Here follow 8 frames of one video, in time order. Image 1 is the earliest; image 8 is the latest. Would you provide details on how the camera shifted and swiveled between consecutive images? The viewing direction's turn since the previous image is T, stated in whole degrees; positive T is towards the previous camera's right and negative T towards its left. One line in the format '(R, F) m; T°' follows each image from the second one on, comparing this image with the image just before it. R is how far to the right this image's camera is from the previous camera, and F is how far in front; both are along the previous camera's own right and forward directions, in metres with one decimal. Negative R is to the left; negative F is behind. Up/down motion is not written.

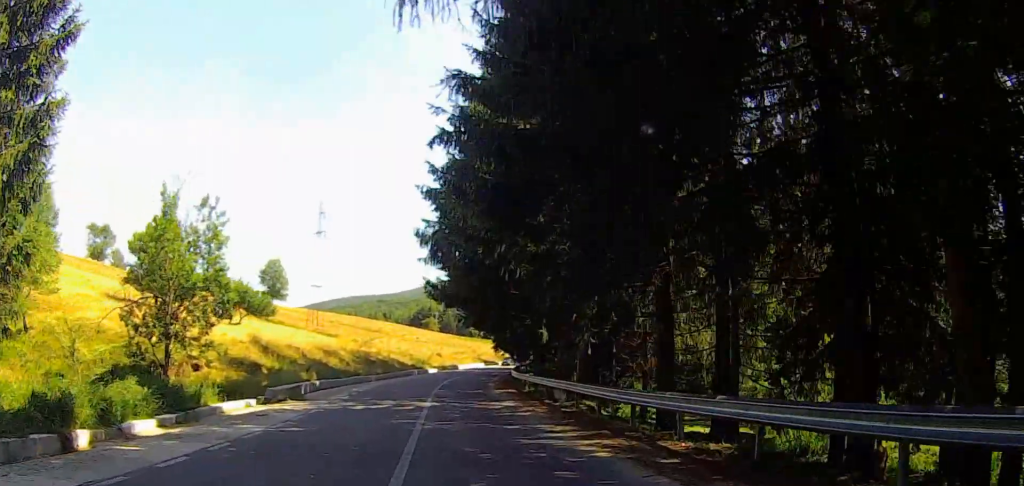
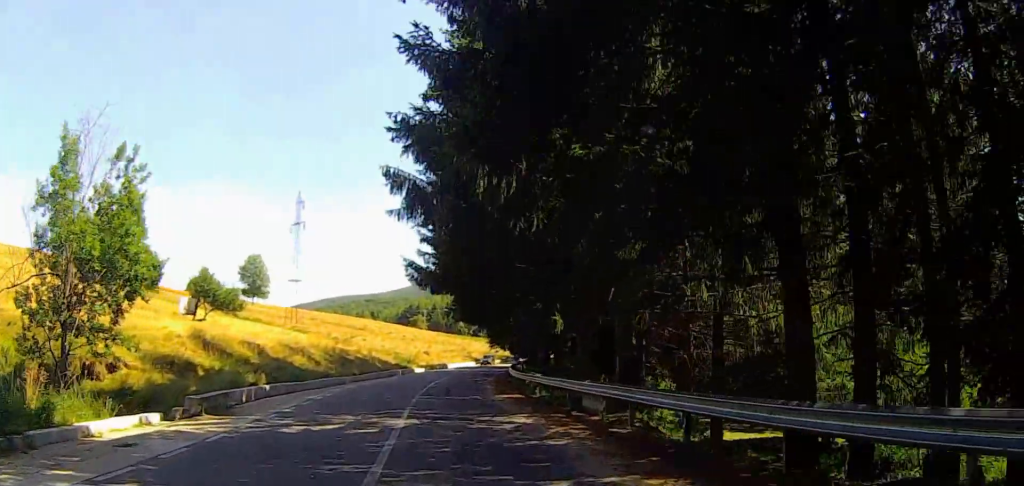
(0.0, +7.0) m; 0°
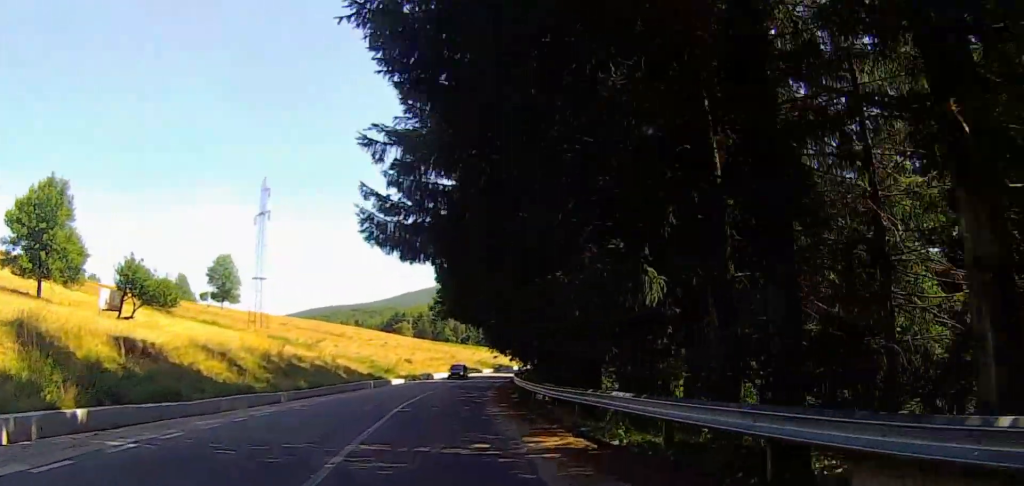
(0.0, +12.4) m; 0°
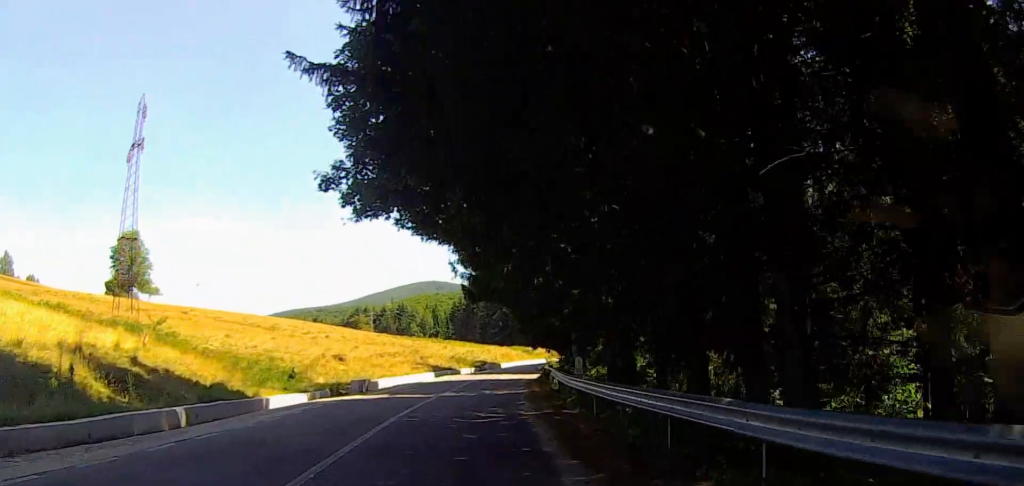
(+0.1, +29.5) m; +2°
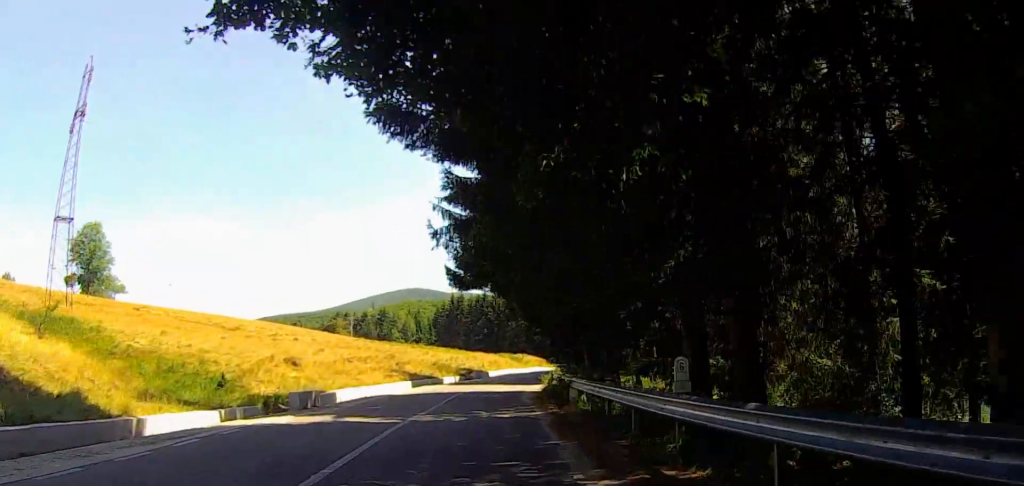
(-0.2, +8.7) m; +2°
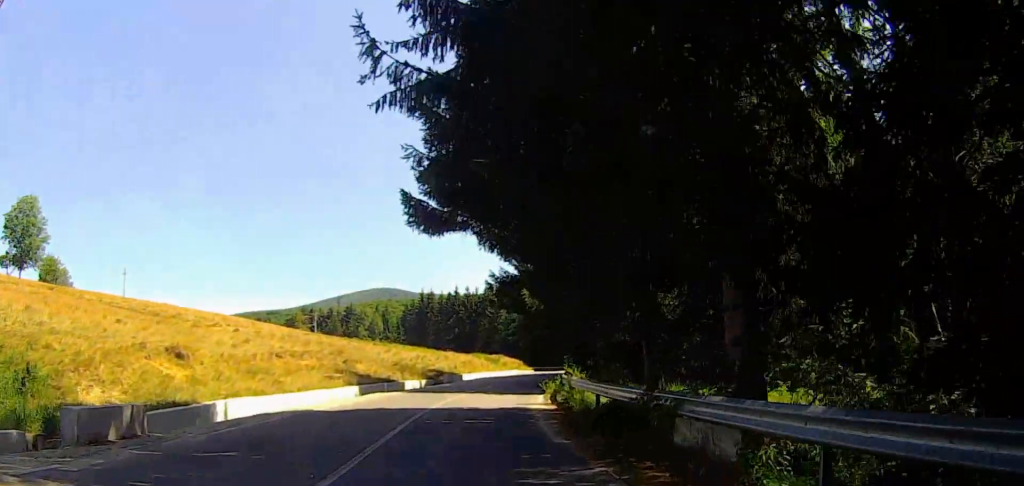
(+0.6, +12.3) m; +4°
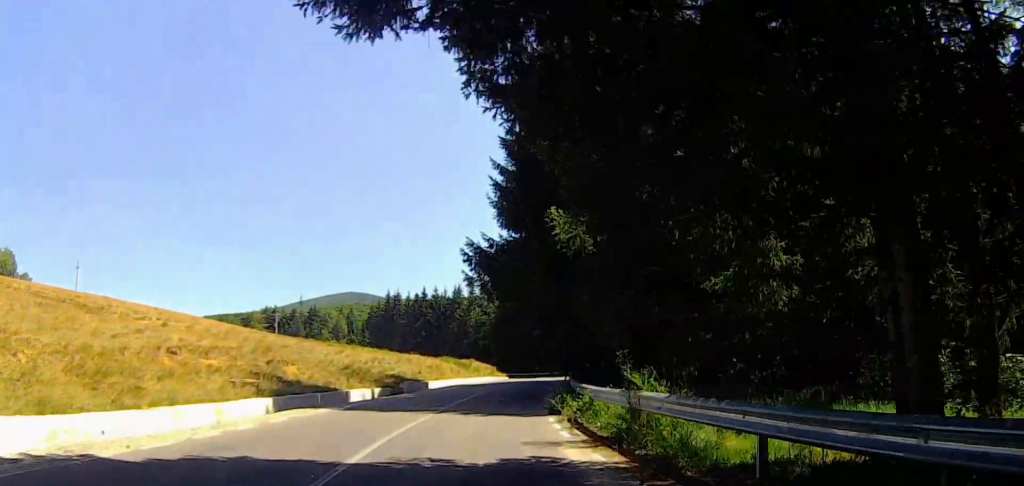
(+0.4, +10.5) m; +1°
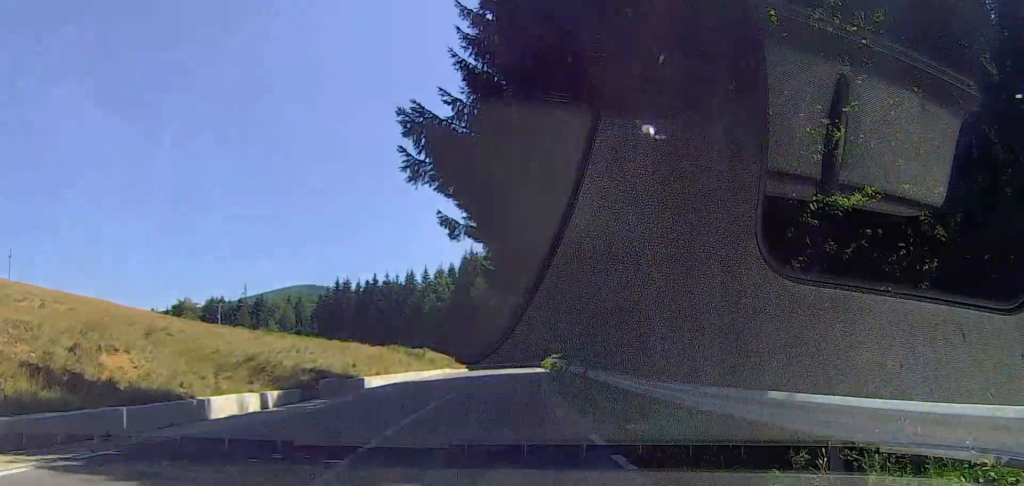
(+0.3, +13.3) m; +1°
